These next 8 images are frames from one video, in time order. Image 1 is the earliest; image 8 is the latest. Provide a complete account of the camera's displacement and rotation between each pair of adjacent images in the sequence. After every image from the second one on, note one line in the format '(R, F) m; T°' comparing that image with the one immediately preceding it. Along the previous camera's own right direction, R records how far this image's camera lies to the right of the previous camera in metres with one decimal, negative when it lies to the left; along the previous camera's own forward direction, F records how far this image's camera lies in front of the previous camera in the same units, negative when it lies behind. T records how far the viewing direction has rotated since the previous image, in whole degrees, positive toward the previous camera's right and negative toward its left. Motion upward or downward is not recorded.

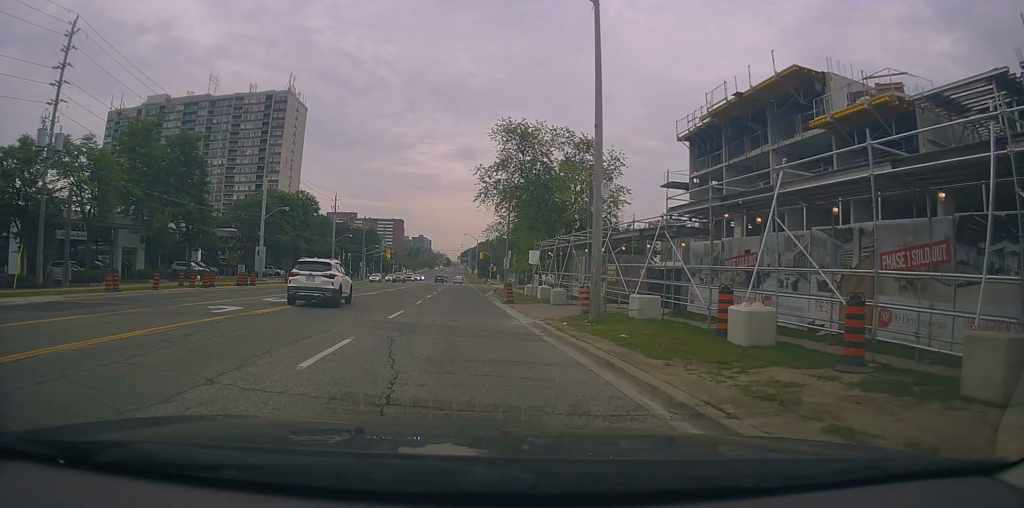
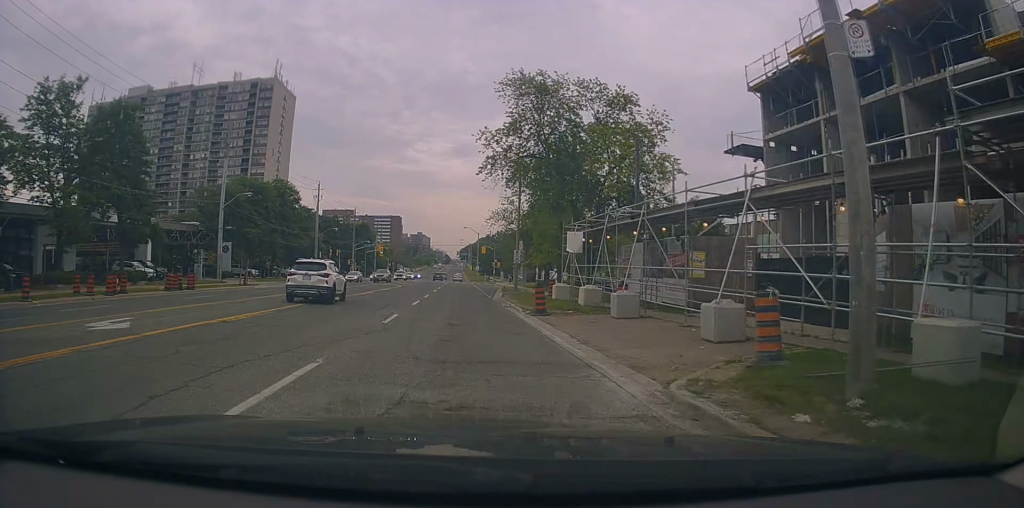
(0.0, +12.0) m; 0°
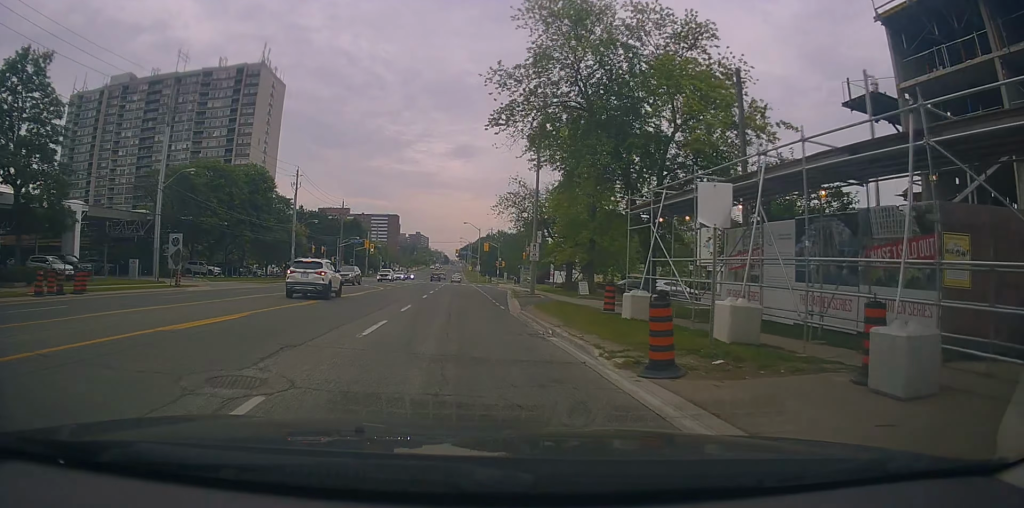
(-0.2, +11.9) m; +2°
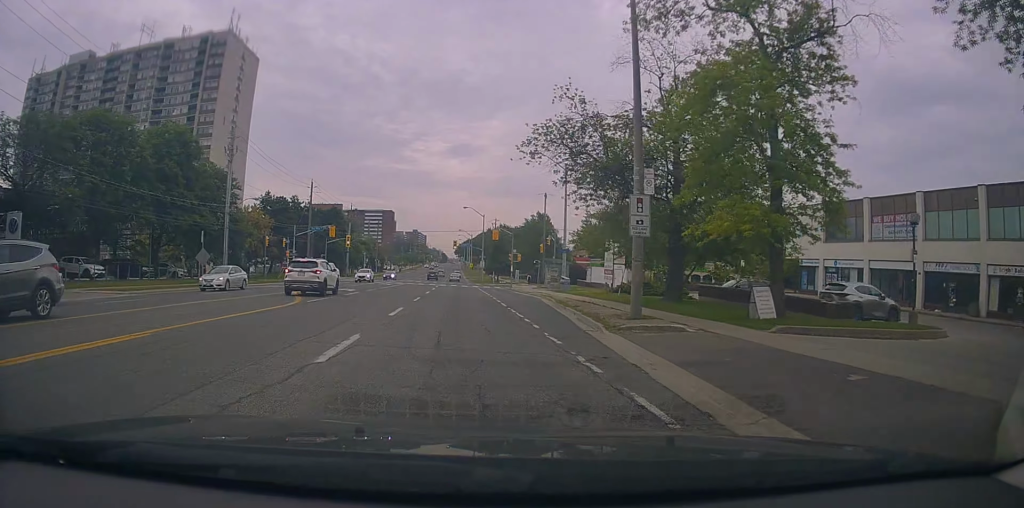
(+0.3, +22.5) m; -3°
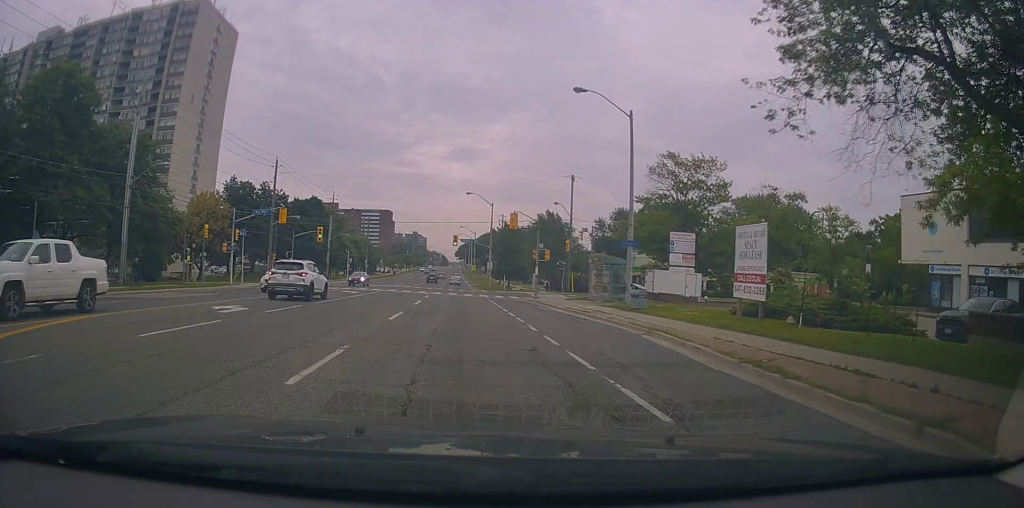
(-0.9, +18.1) m; 0°
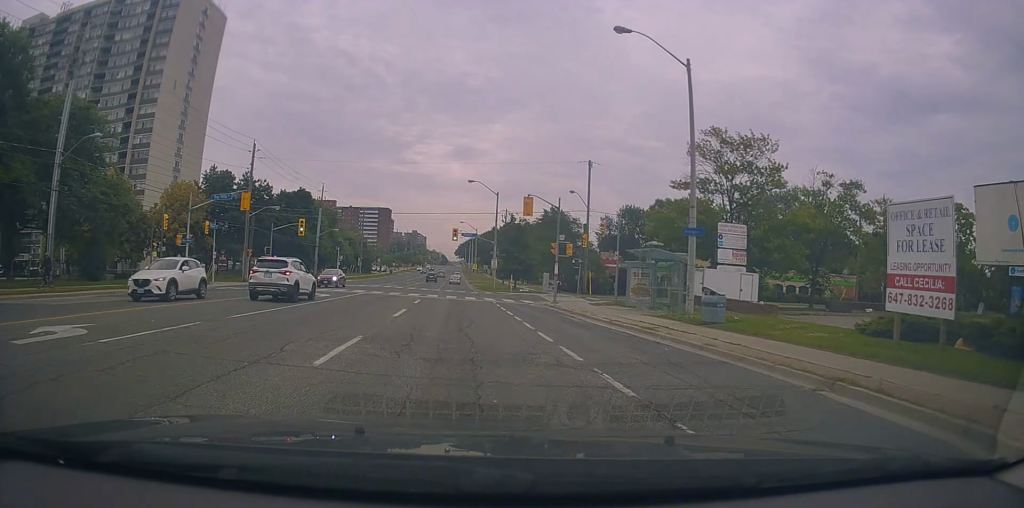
(+0.5, +8.1) m; +1°
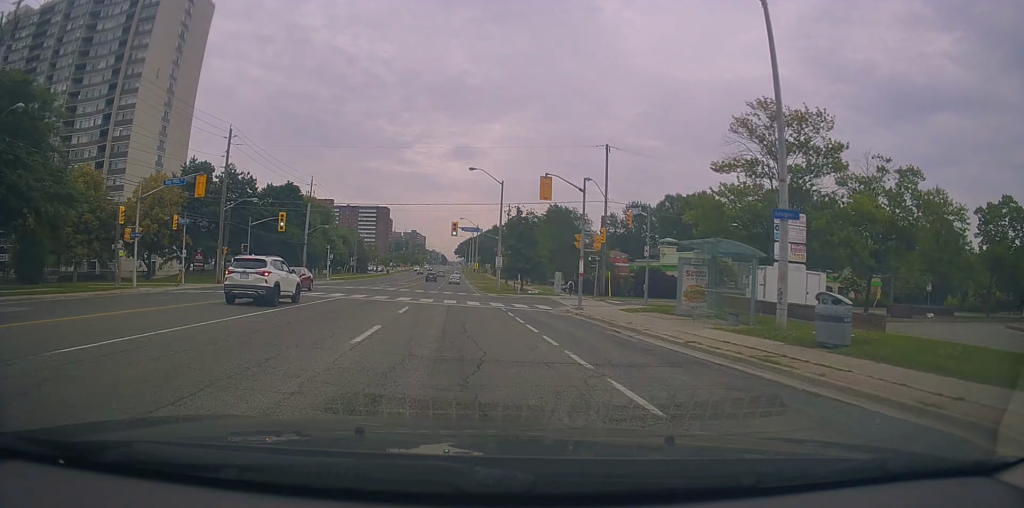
(+0.5, +6.8) m; 0°
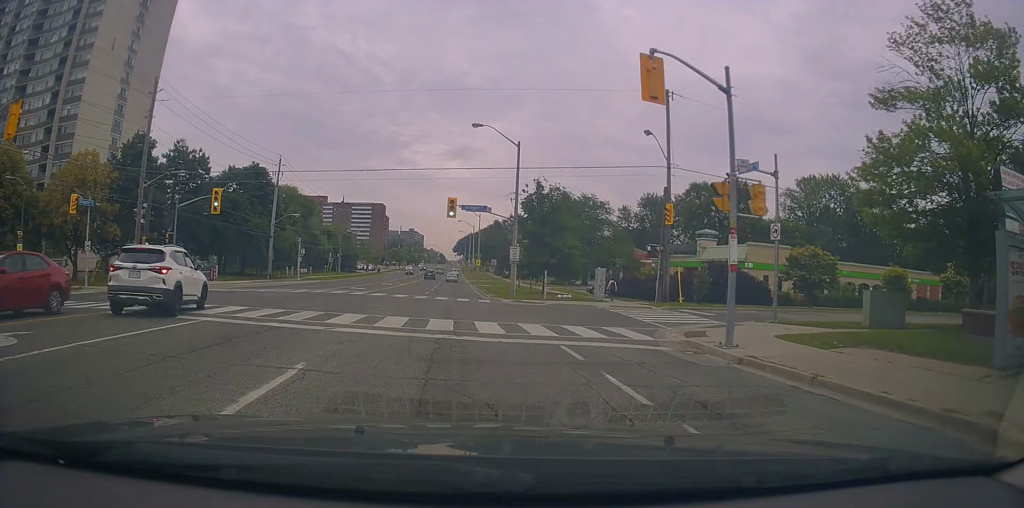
(-0.9, +14.9) m; -2°
